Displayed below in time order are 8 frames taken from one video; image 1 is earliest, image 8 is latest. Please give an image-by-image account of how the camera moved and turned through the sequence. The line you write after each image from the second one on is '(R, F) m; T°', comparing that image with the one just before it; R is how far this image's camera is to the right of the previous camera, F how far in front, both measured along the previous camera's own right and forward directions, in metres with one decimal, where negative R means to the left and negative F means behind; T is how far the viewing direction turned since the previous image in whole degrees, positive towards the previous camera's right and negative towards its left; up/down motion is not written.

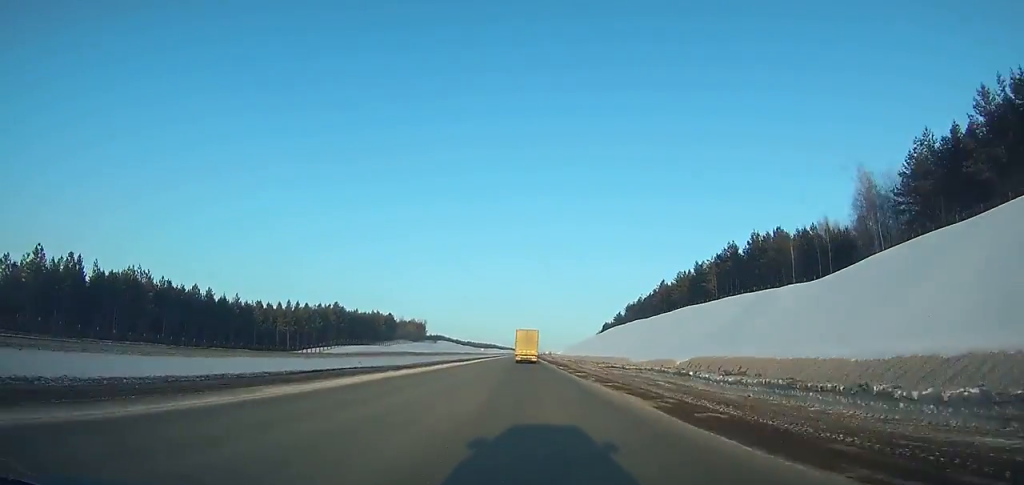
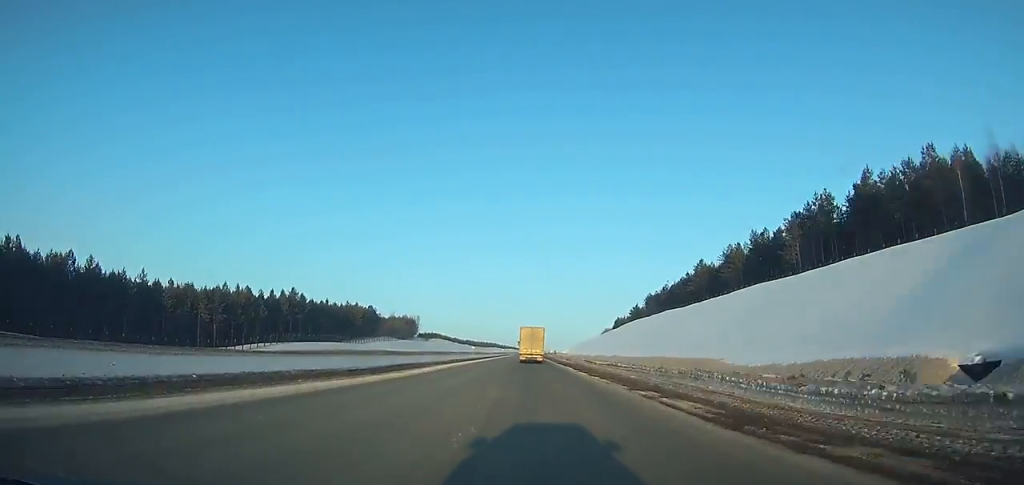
(+0.1, +39.3) m; 0°
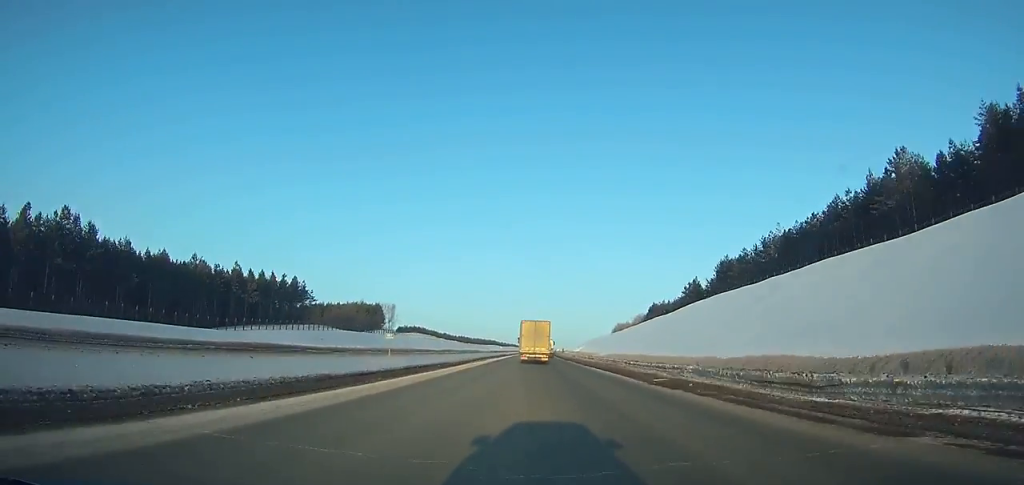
(-0.3, +83.3) m; 0°
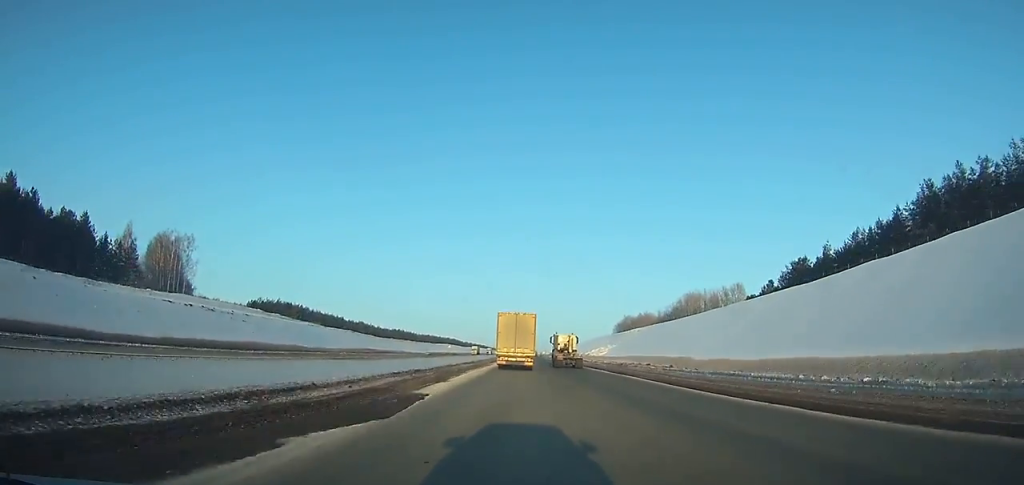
(+5.3, +188.4) m; +3°
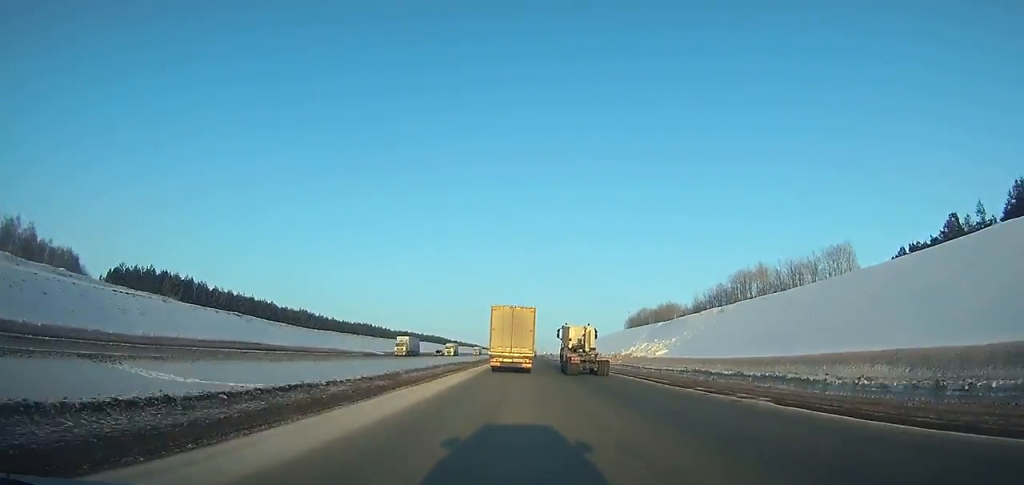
(+0.4, +72.3) m; 0°
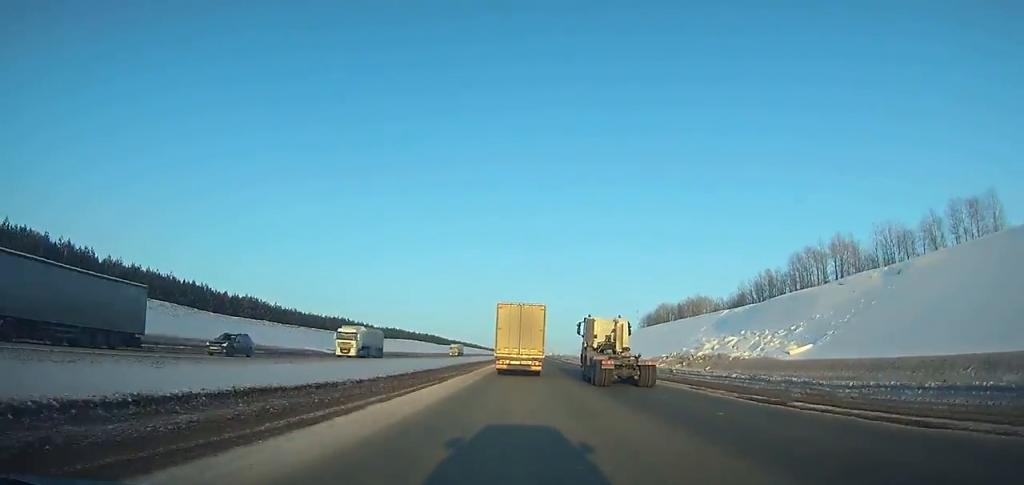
(-0.5, +47.0) m; 0°
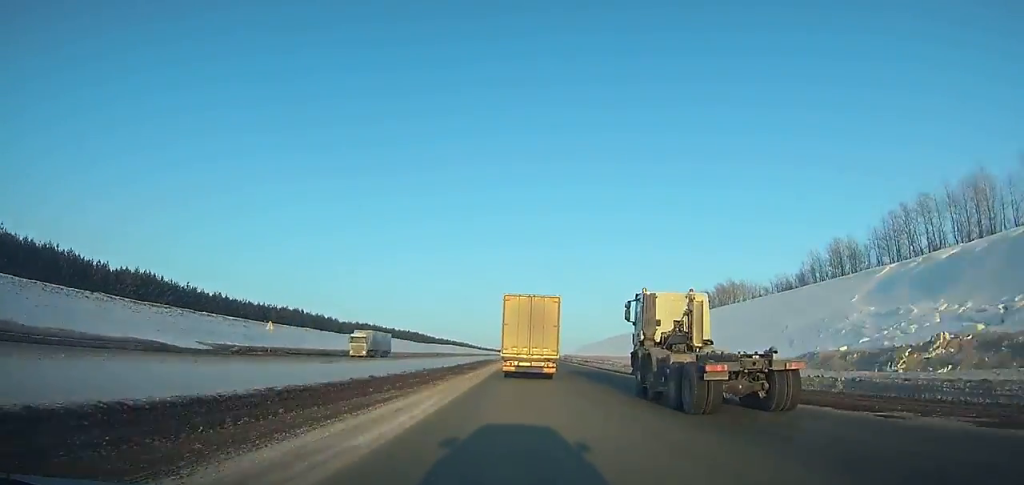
(+0.1, +52.1) m; 0°
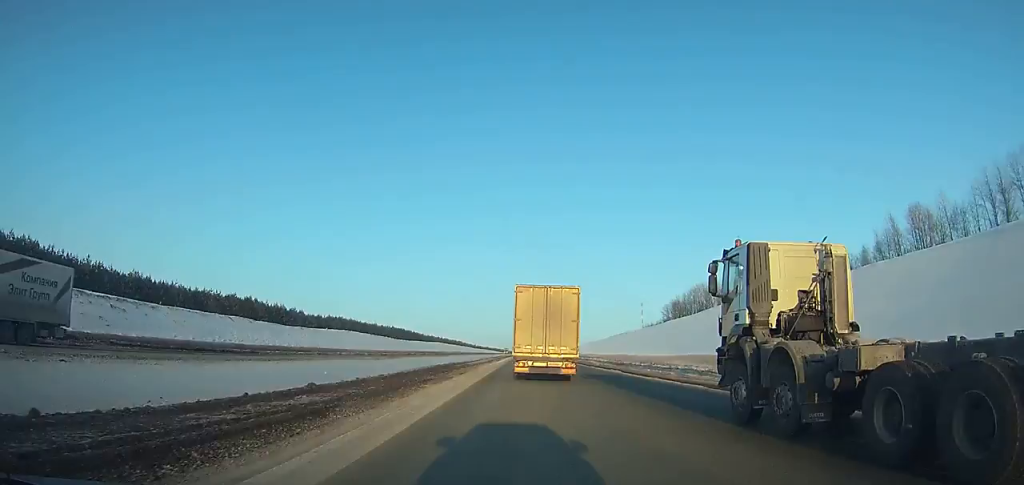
(+0.1, +37.4) m; 0°
